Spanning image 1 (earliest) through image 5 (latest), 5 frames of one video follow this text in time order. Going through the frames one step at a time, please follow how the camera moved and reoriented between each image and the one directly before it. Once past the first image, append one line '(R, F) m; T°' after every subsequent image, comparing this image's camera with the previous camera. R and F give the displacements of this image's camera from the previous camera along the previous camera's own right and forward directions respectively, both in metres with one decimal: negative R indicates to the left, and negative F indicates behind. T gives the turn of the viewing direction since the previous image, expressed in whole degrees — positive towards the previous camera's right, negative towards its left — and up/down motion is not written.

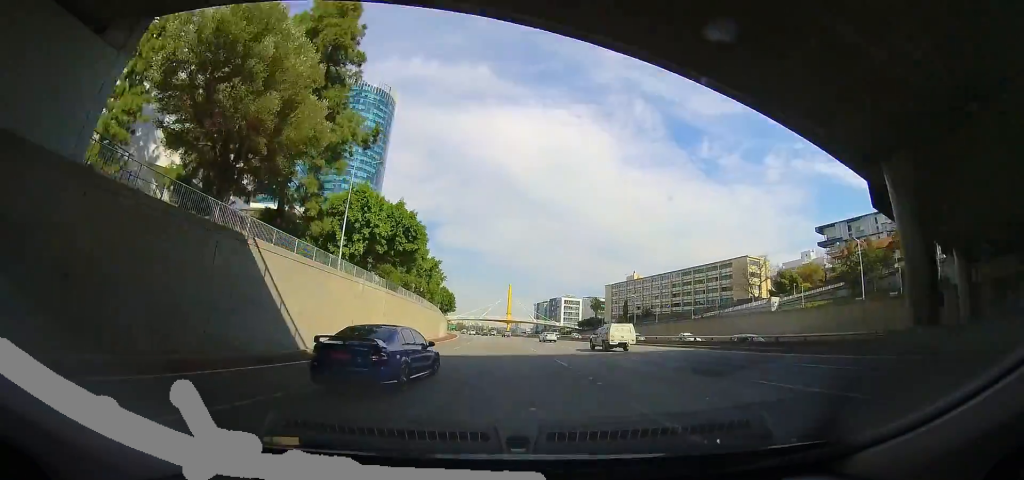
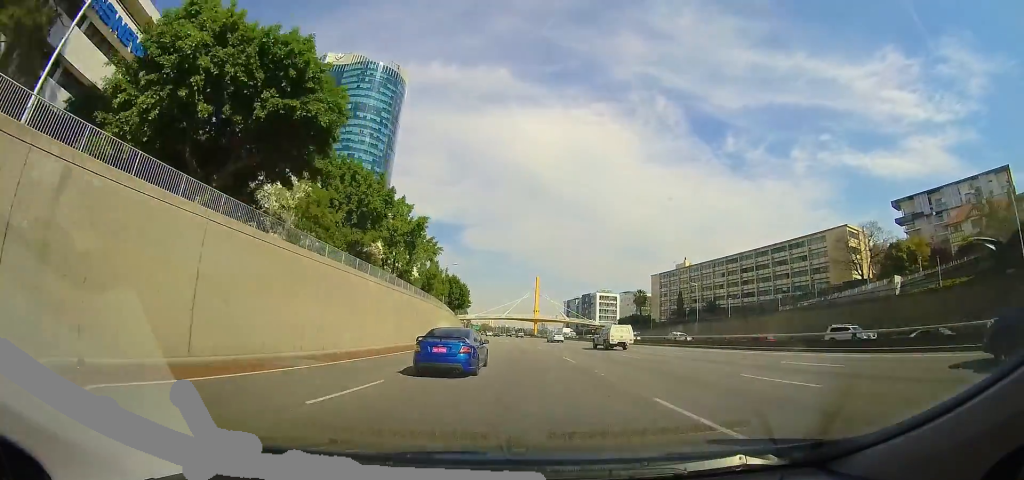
(-1.2, +23.3) m; -6°
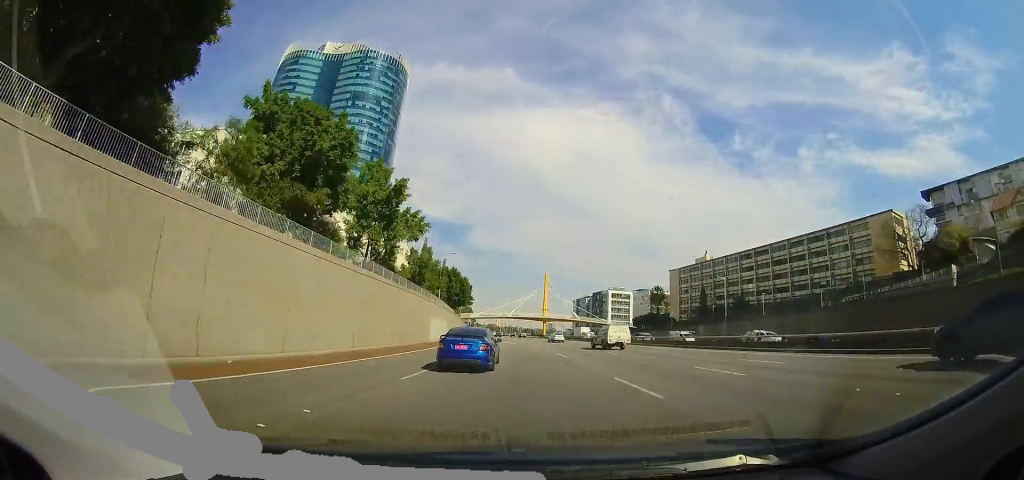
(-0.2, +9.1) m; -3°
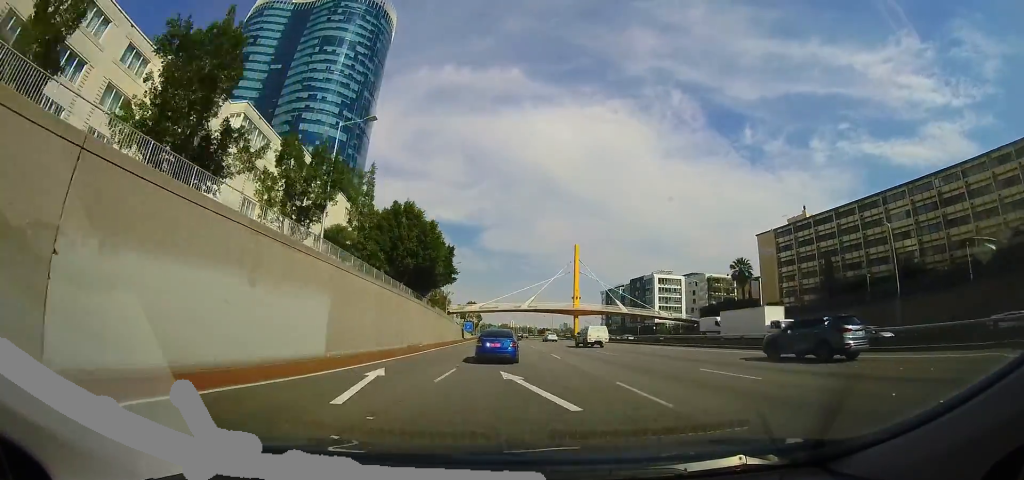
(-3.3, +36.8) m; -8°
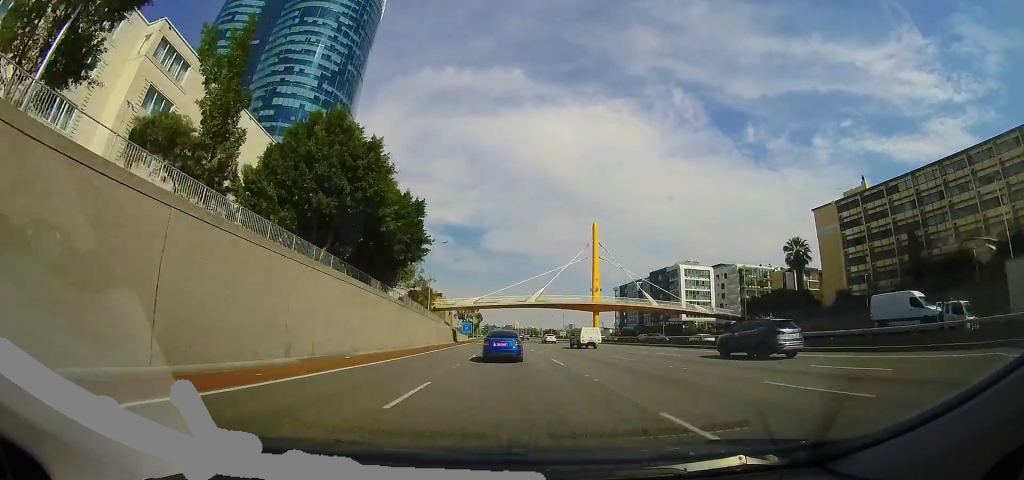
(-0.1, +15.5) m; -1°
